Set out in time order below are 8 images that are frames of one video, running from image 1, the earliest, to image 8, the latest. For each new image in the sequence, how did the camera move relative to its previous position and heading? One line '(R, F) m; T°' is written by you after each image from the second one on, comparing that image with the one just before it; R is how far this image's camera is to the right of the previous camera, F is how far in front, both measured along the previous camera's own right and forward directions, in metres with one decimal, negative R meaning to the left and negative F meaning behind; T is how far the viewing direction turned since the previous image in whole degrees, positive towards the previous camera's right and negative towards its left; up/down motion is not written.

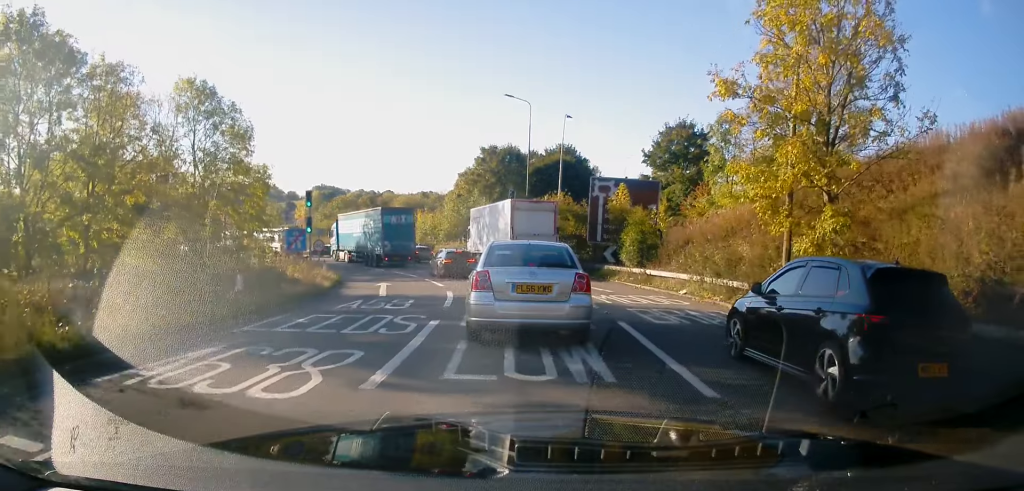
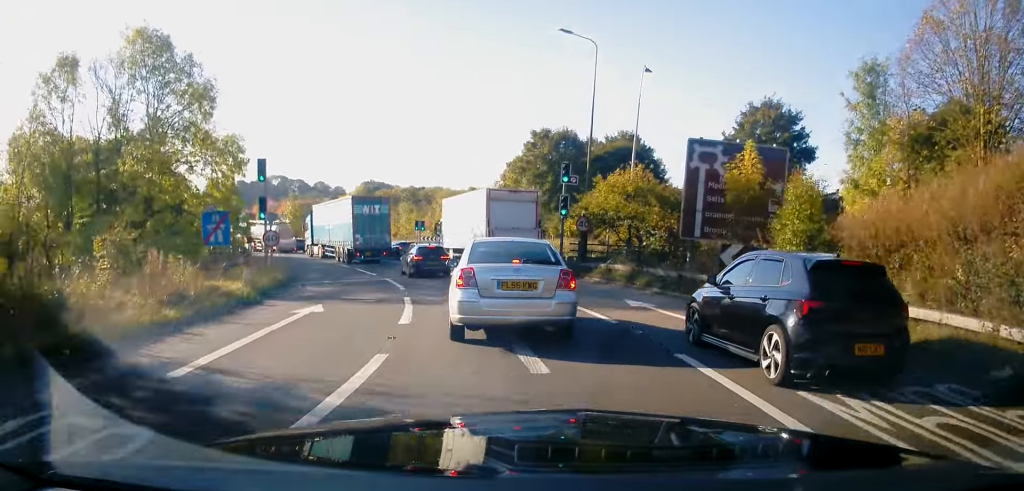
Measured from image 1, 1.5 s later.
(-0.7, +12.2) m; -6°
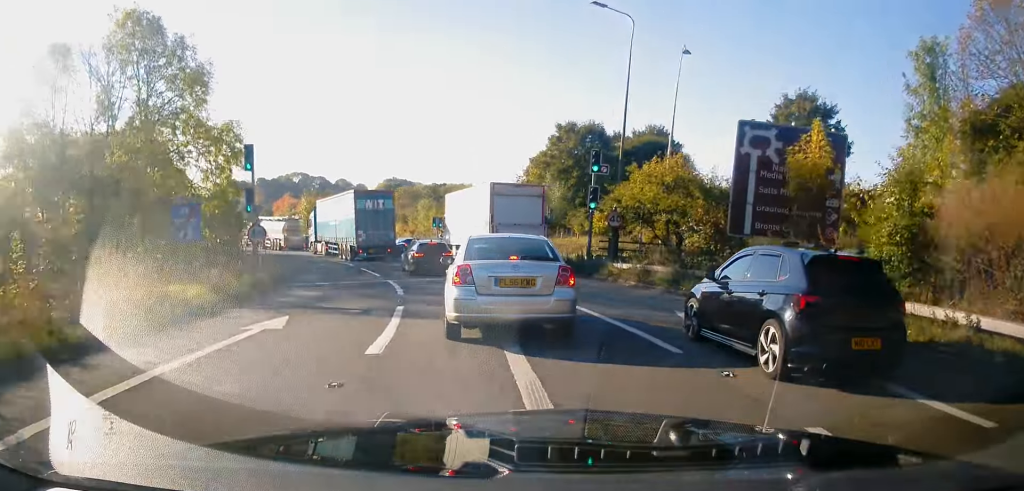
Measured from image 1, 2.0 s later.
(0.0, +3.0) m; -2°
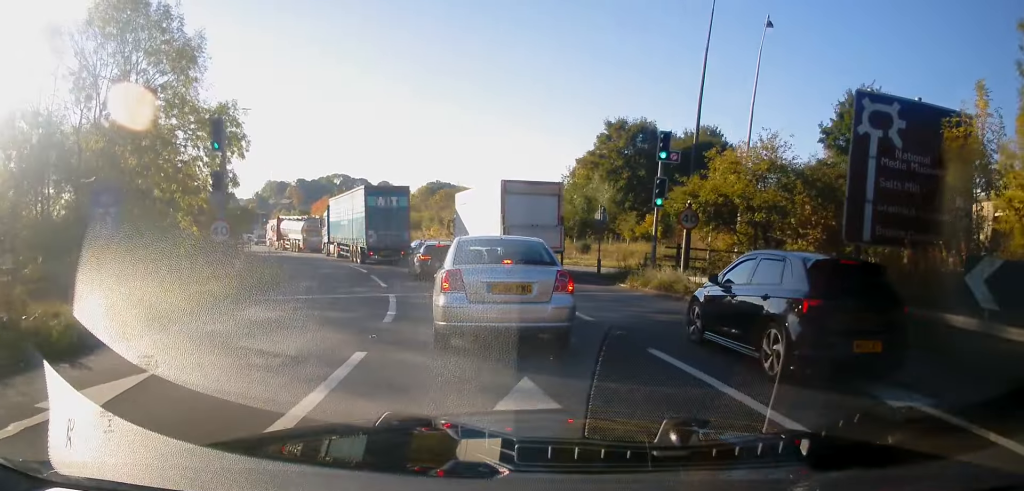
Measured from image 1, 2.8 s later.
(-0.2, +4.9) m; -4°
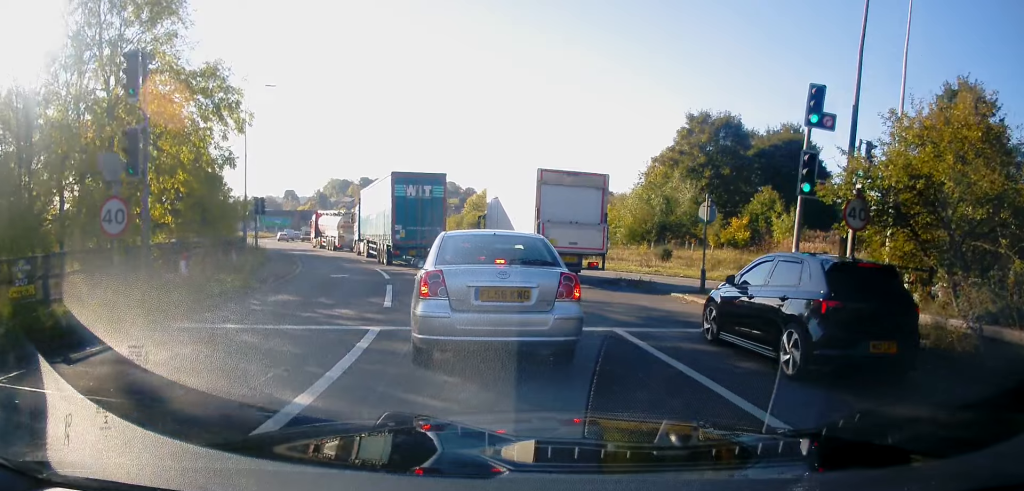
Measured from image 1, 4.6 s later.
(-0.4, +6.3) m; -9°
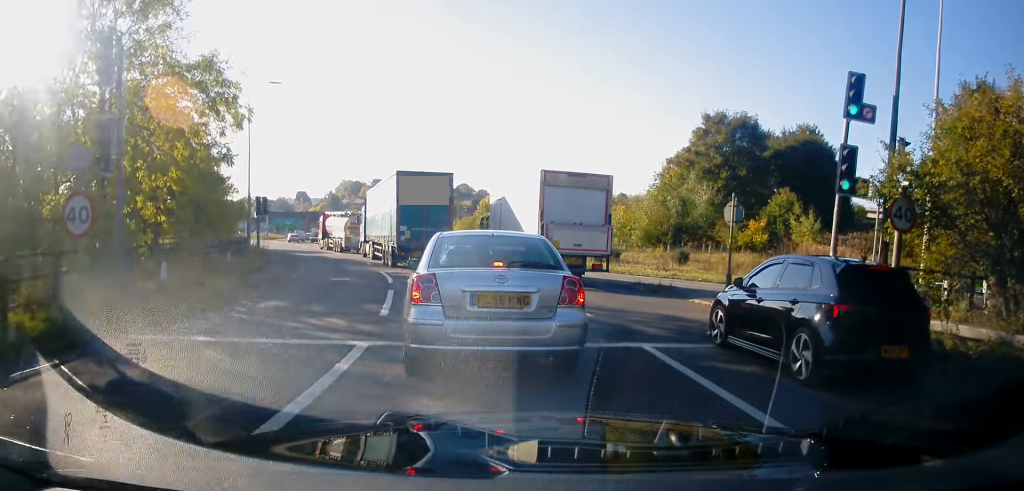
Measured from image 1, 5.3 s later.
(-0.1, +1.2) m; -4°
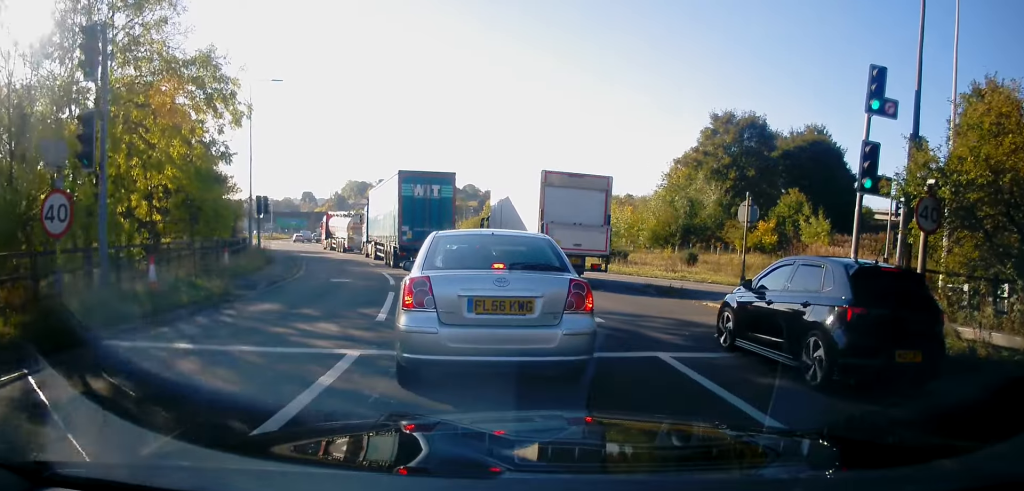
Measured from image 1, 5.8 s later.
(0.0, +0.5) m; 0°
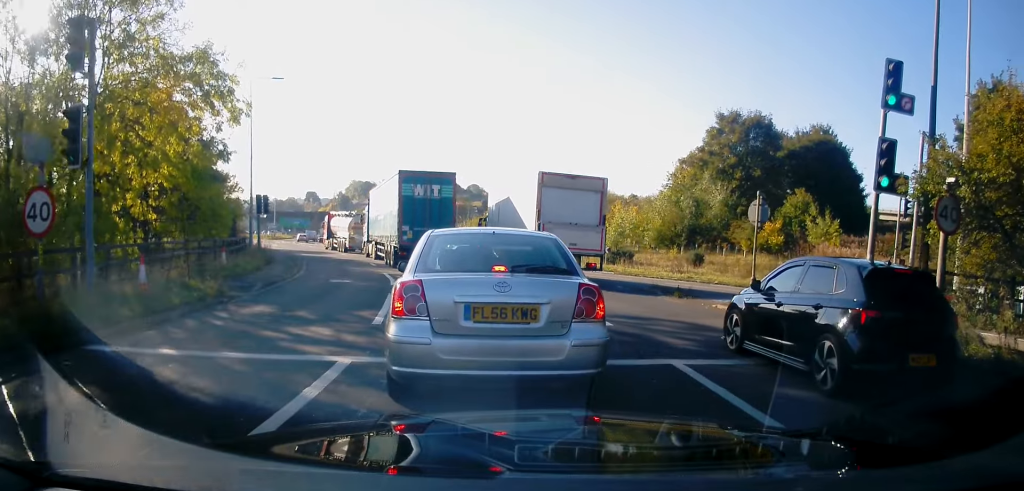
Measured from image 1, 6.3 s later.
(0.0, +0.5) m; 0°
